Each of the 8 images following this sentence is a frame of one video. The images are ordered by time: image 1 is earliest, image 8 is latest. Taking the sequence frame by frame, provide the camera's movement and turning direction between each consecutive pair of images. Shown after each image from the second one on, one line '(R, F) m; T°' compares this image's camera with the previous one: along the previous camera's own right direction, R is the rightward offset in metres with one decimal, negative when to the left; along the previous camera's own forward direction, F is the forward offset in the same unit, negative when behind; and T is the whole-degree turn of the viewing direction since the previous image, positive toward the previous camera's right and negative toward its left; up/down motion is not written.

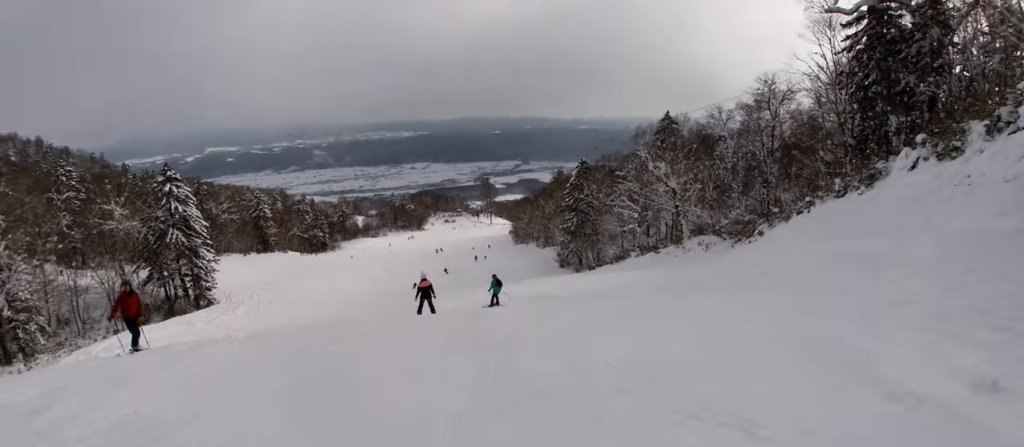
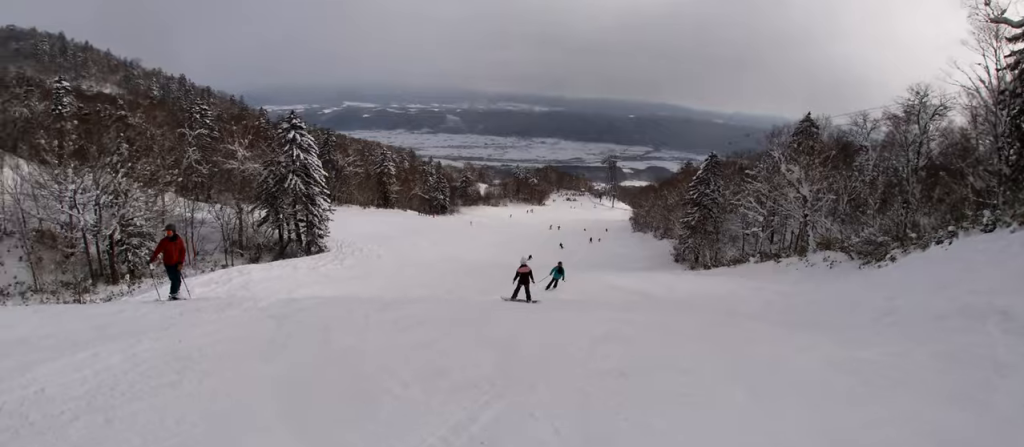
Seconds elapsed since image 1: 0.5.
(-0.4, +1.9) m; -7°
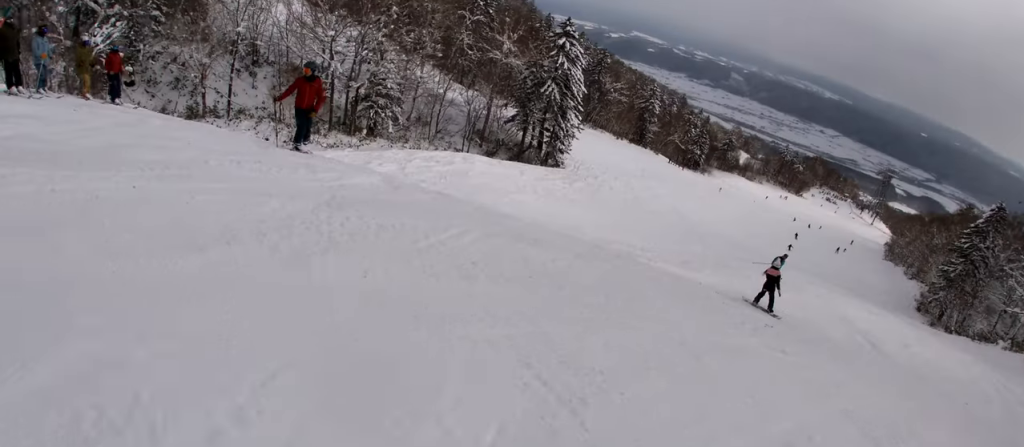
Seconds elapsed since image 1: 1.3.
(-0.2, +3.4) m; +5°
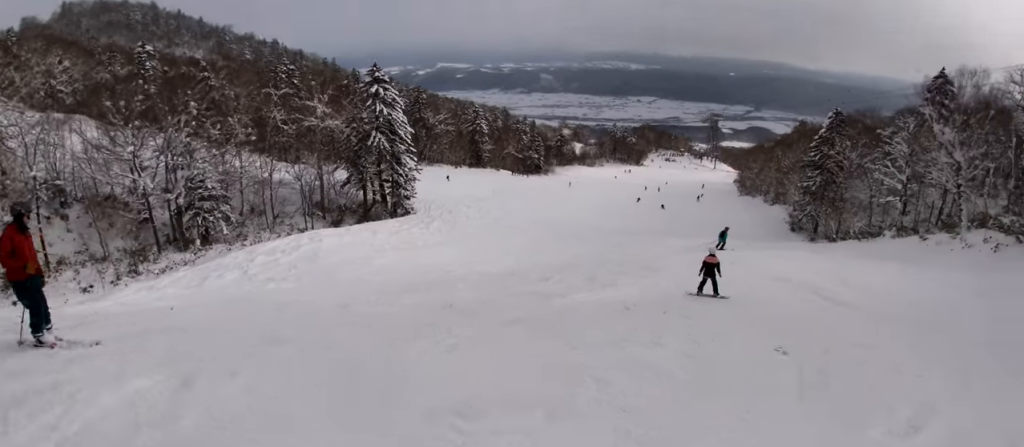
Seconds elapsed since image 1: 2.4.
(+0.7, +4.2) m; +21°
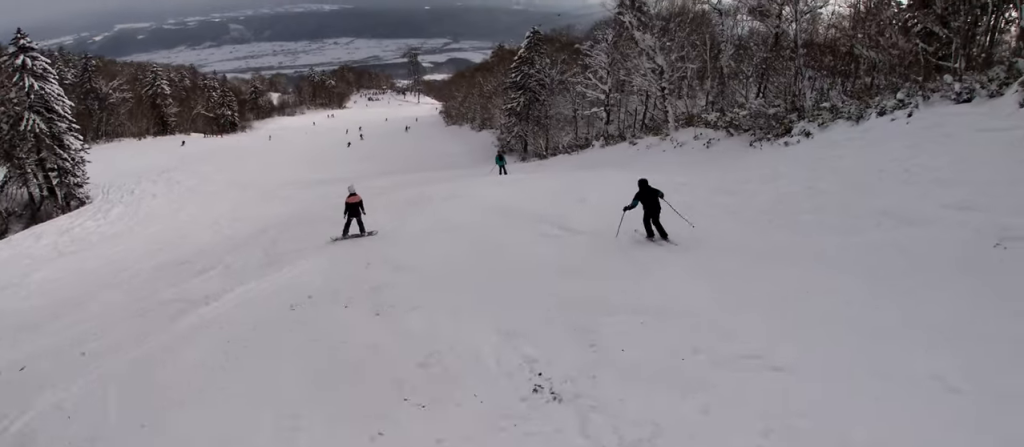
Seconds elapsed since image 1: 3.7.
(+1.0, +5.1) m; +16°
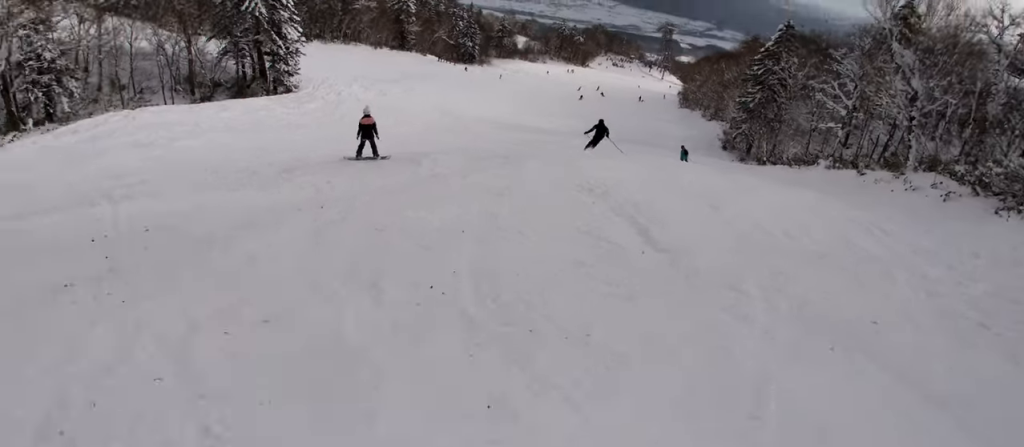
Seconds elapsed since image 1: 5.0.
(-0.8, +4.9) m; -33°
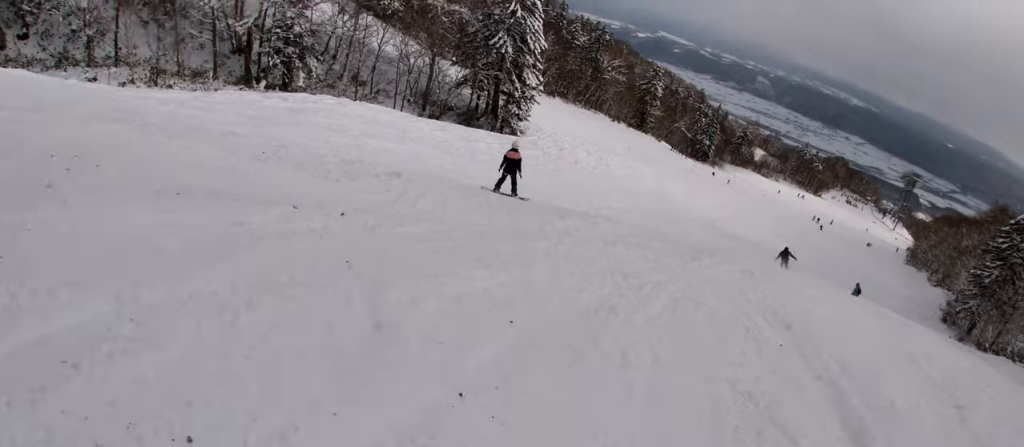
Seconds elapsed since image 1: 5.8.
(-1.1, +3.1) m; -19°
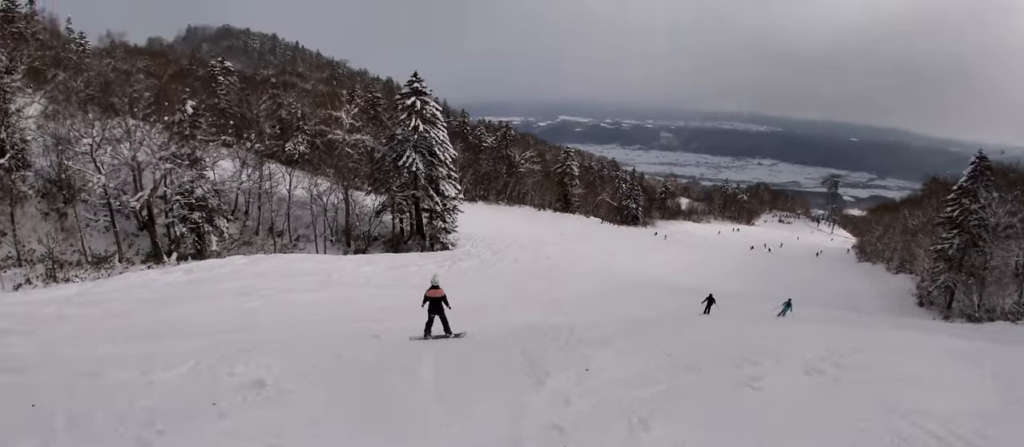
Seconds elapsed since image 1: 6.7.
(0.0, +3.5) m; +2°
